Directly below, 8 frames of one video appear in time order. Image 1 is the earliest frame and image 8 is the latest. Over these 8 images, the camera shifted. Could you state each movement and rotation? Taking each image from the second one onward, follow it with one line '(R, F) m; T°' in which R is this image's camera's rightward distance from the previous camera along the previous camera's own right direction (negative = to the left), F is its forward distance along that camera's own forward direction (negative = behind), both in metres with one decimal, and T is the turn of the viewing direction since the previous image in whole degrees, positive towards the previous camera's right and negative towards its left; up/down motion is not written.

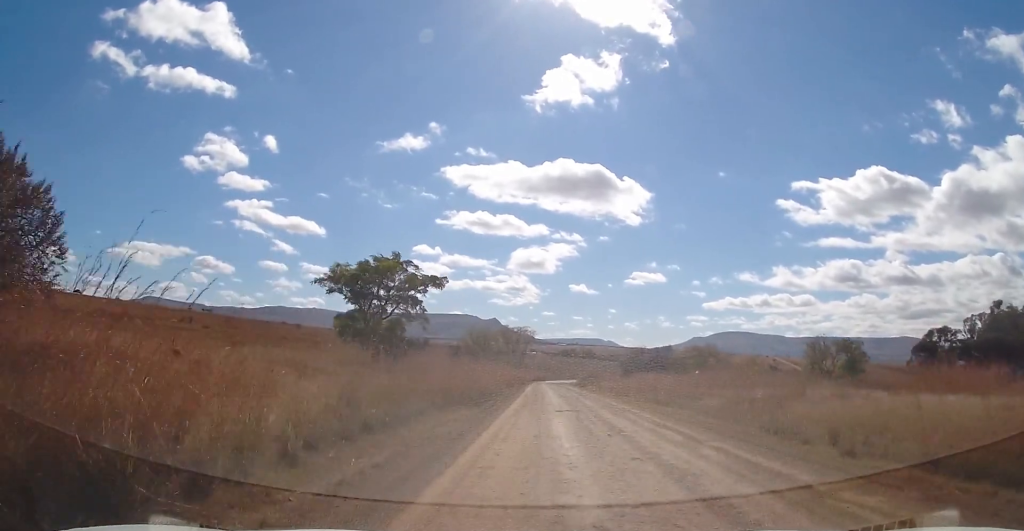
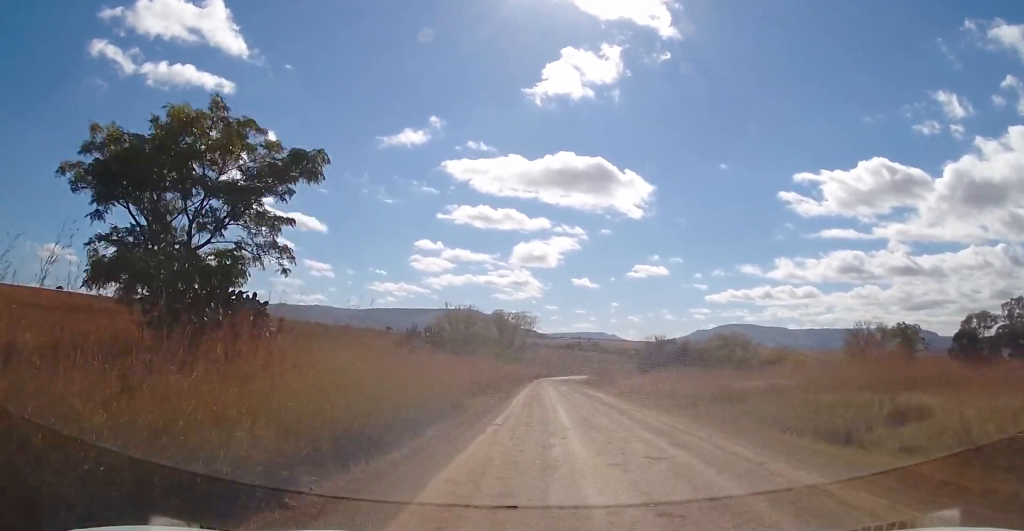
(0.0, +20.3) m; 0°
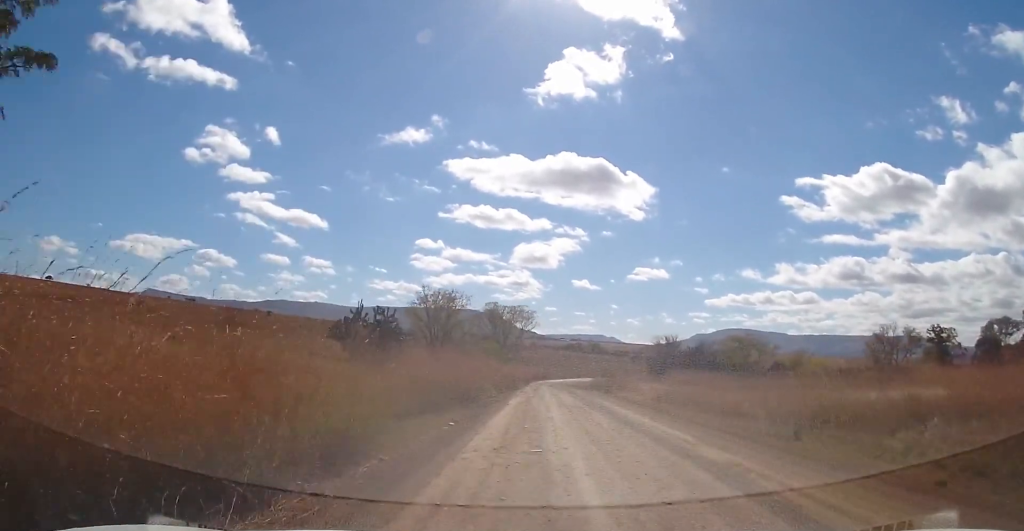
(-0.1, +11.0) m; +1°
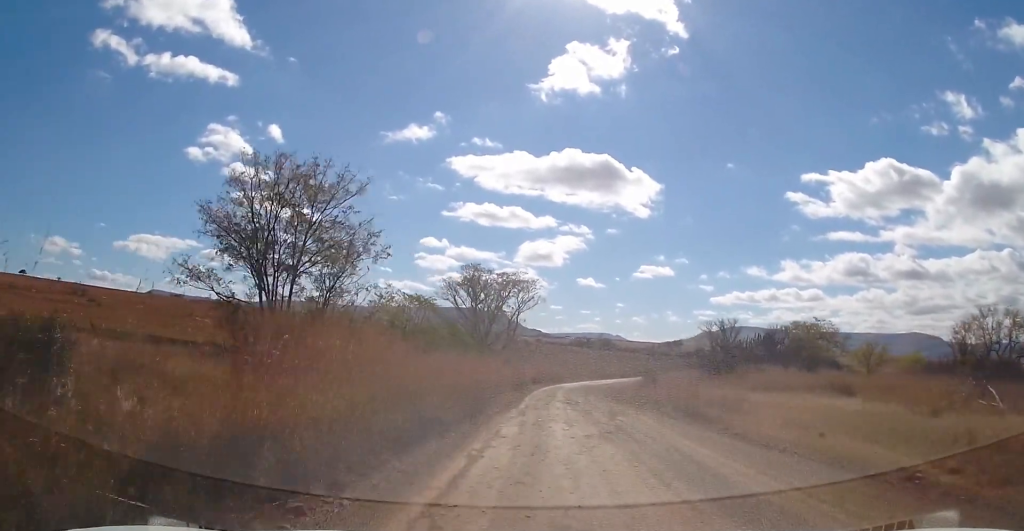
(+0.5, +30.4) m; 0°
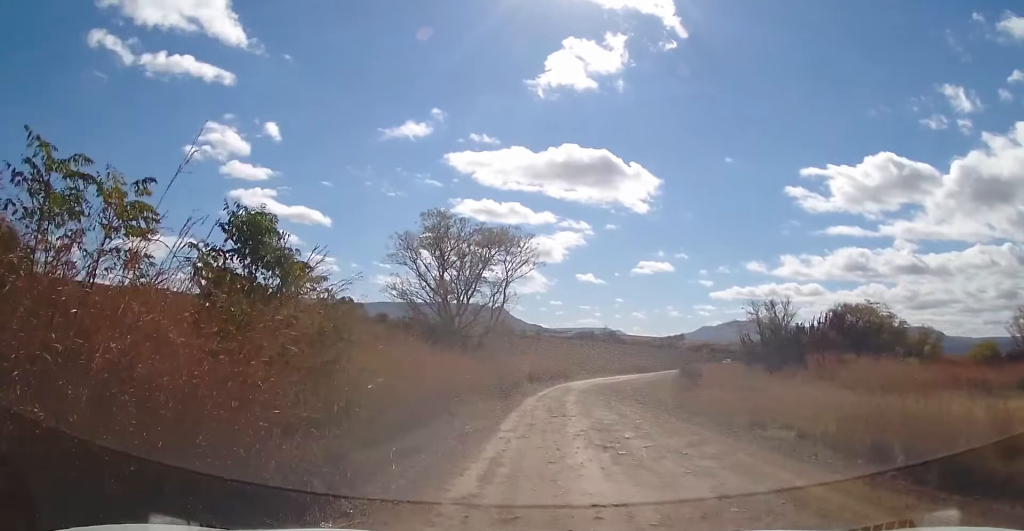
(-0.3, +17.1) m; 0°
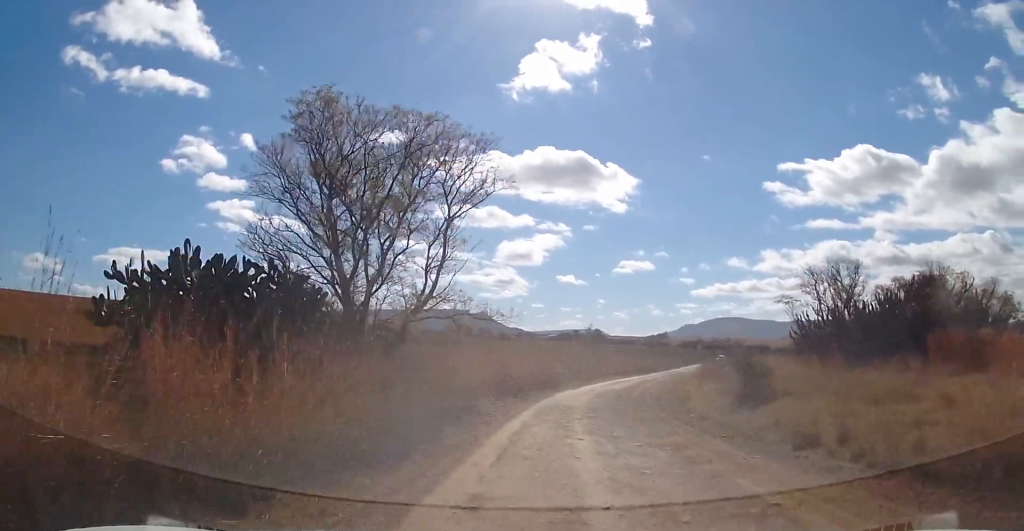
(+0.5, +16.9) m; +3°
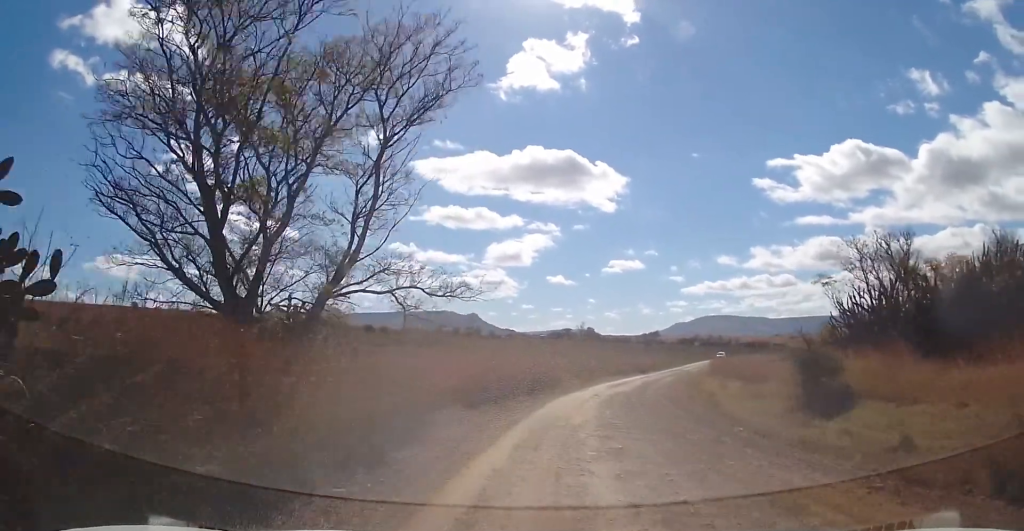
(+0.2, +8.0) m; +1°
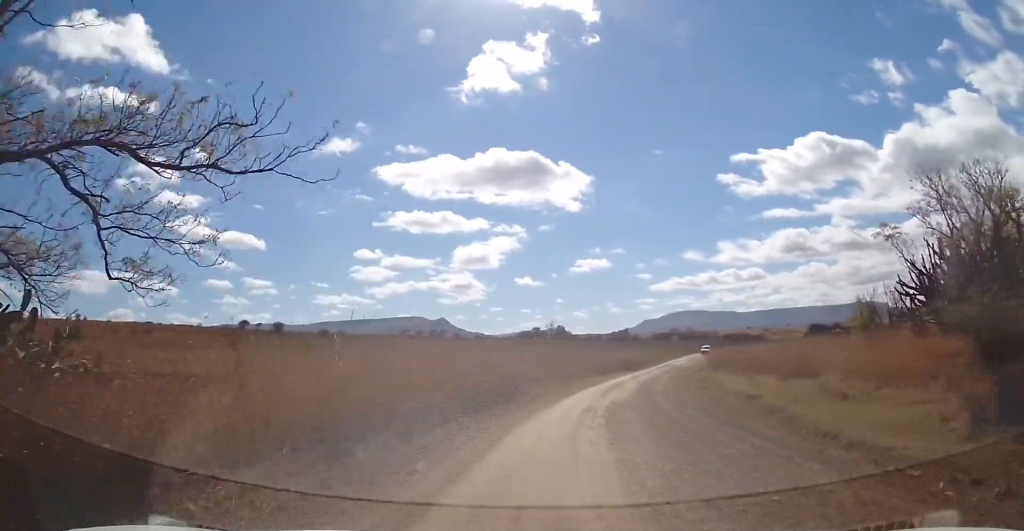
(0.0, +11.3) m; +1°
